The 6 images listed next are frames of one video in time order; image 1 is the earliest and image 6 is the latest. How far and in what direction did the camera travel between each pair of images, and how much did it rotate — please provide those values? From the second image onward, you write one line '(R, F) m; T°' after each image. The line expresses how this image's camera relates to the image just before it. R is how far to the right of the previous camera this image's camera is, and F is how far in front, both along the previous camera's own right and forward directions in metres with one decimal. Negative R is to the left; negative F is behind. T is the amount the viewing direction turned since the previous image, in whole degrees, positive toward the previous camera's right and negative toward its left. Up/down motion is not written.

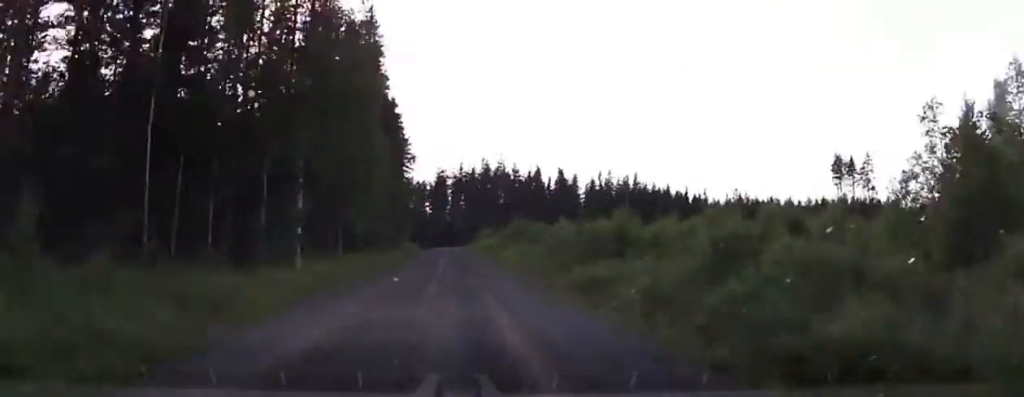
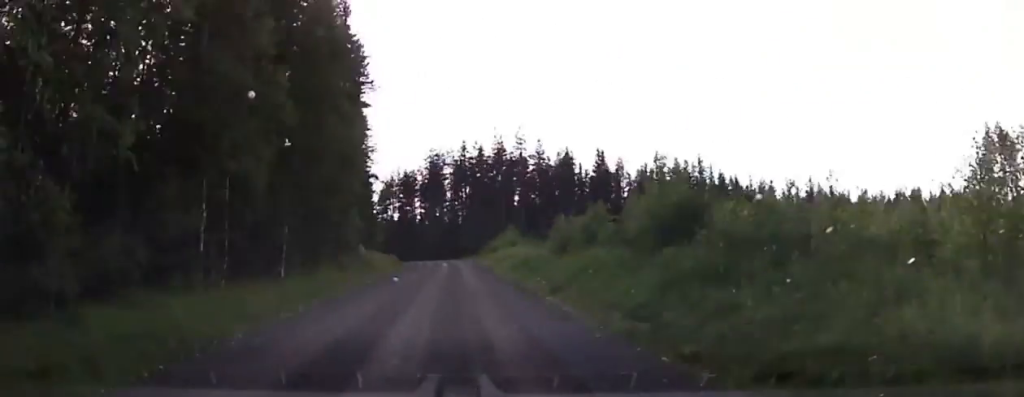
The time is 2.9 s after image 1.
(-4.6, +47.8) m; -4°
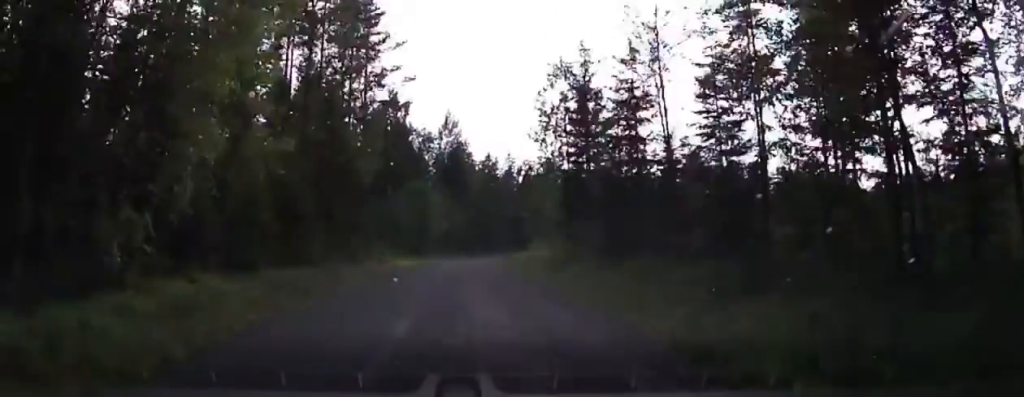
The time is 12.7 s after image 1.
(-20.3, +159.9) m; -12°
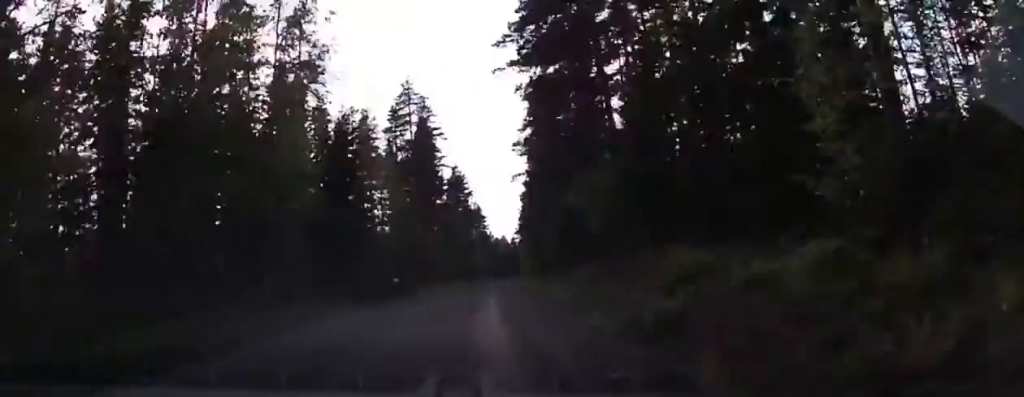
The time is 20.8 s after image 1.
(+10.0, +140.7) m; +16°
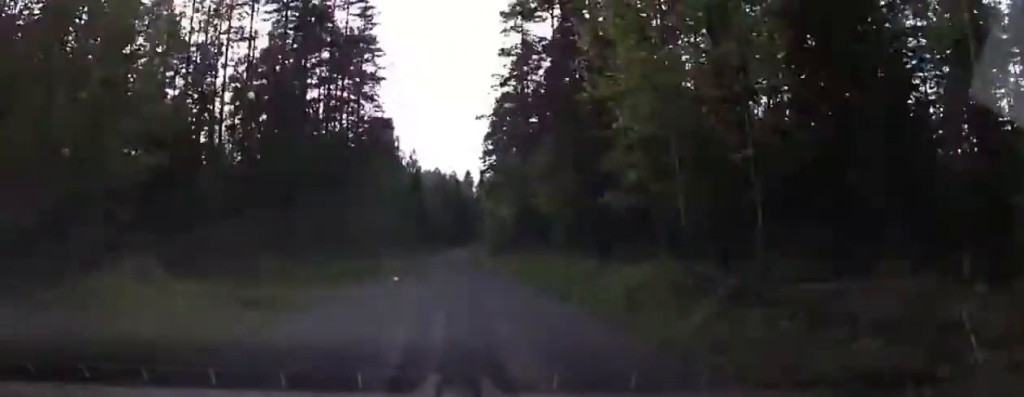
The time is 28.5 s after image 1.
(+17.1, +147.3) m; +9°
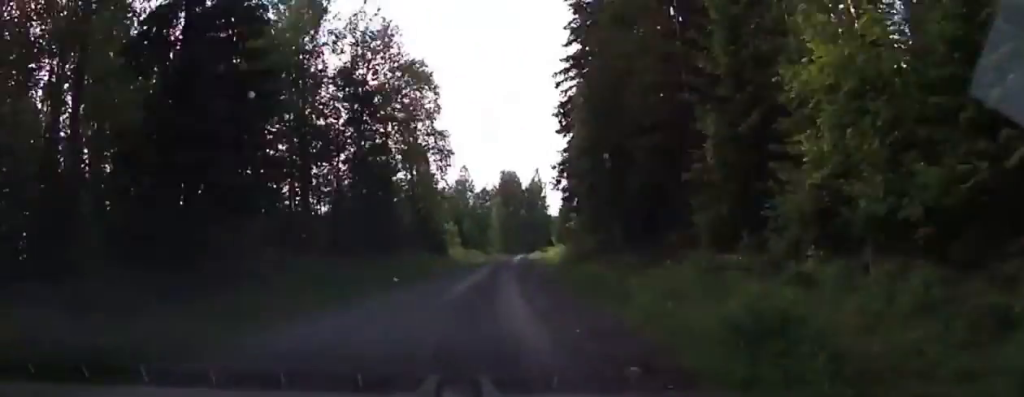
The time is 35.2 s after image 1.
(+6.0, +131.1) m; +11°
